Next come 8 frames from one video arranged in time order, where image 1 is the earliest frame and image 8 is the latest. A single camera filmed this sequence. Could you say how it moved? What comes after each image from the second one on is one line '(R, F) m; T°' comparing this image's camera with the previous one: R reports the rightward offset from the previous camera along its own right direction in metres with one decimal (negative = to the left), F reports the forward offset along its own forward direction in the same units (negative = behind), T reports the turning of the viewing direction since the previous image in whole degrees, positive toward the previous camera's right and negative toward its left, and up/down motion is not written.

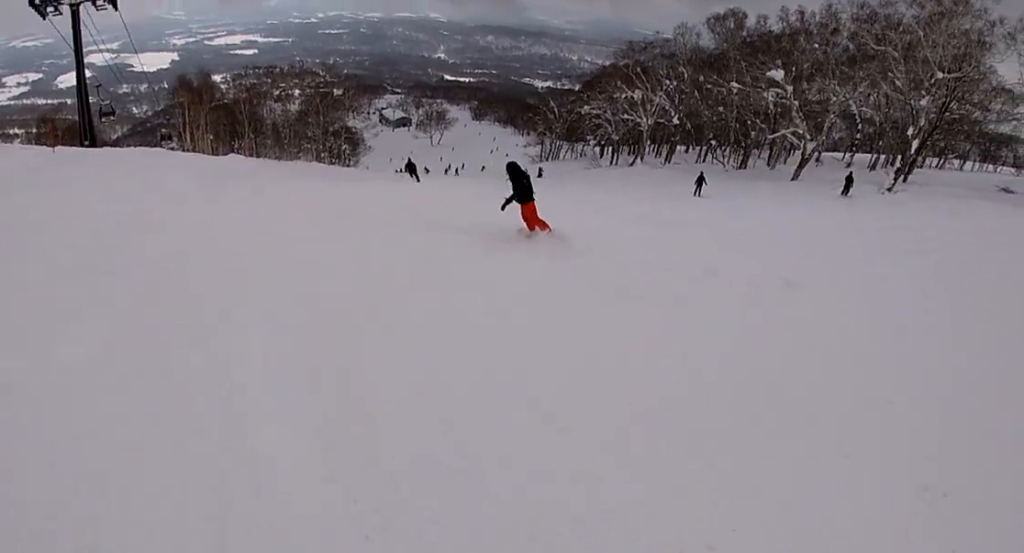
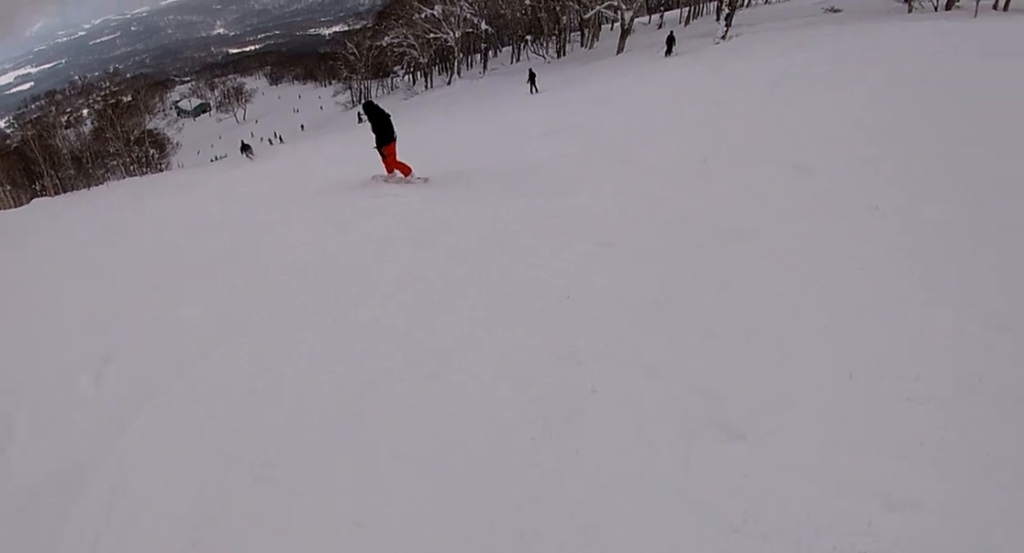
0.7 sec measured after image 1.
(+0.6, +3.0) m; +13°
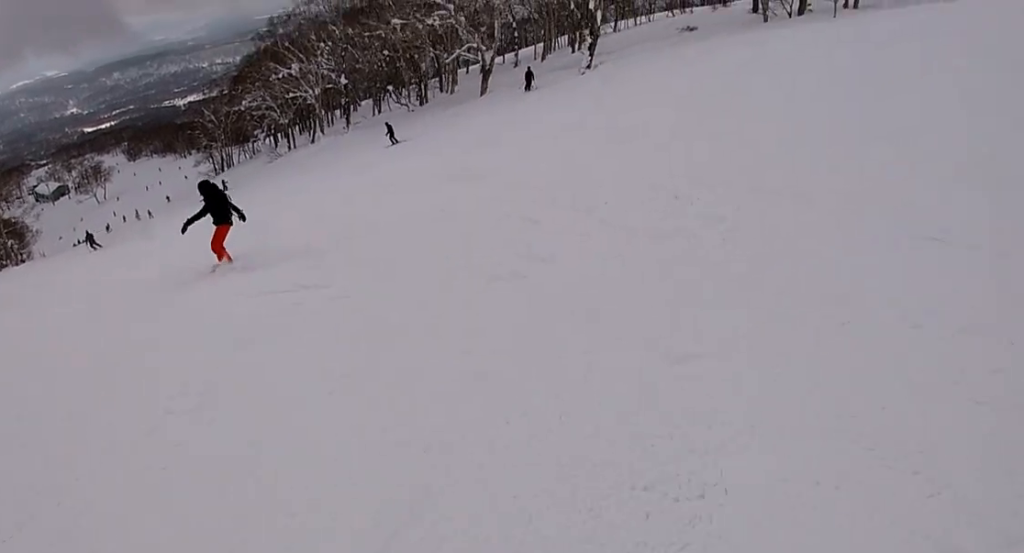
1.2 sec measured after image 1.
(+0.3, +2.2) m; +8°
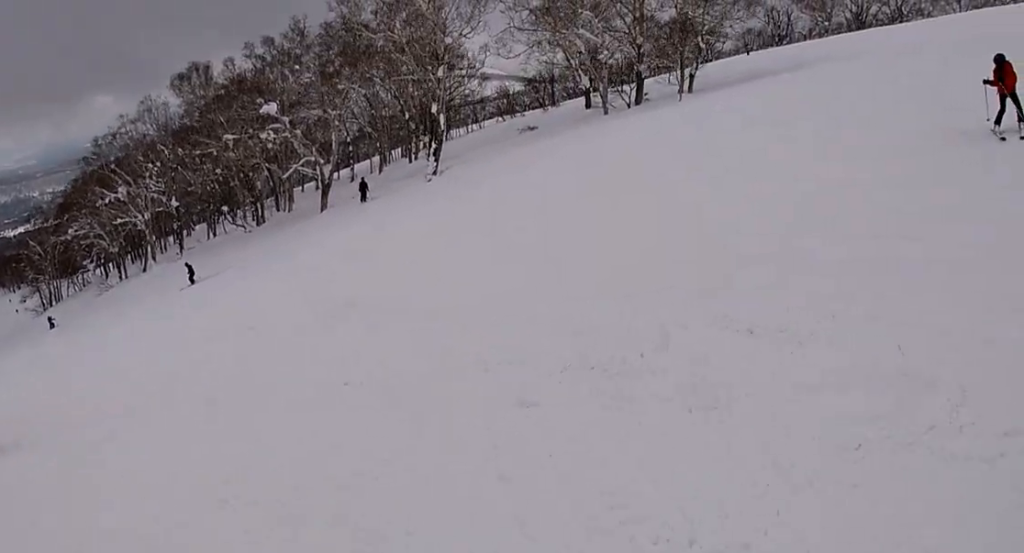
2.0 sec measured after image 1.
(+0.2, +3.9) m; +4°
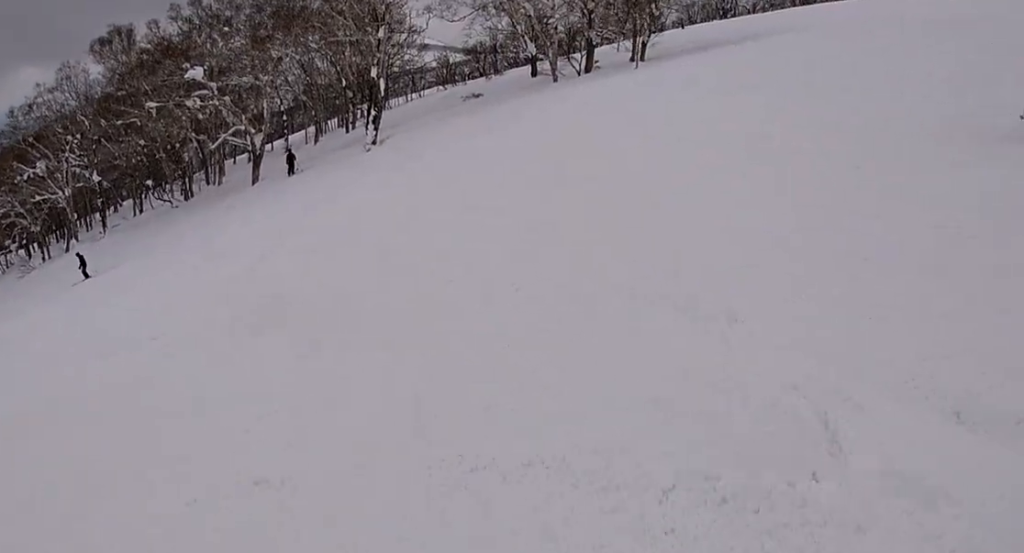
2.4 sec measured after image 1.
(0.0, +2.3) m; +4°
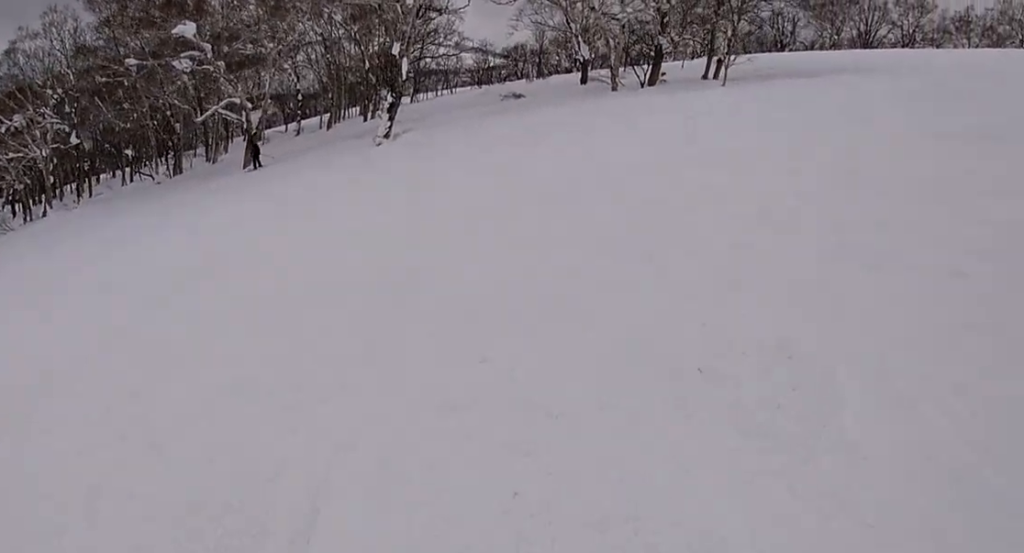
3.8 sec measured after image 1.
(+1.2, +6.6) m; +11°
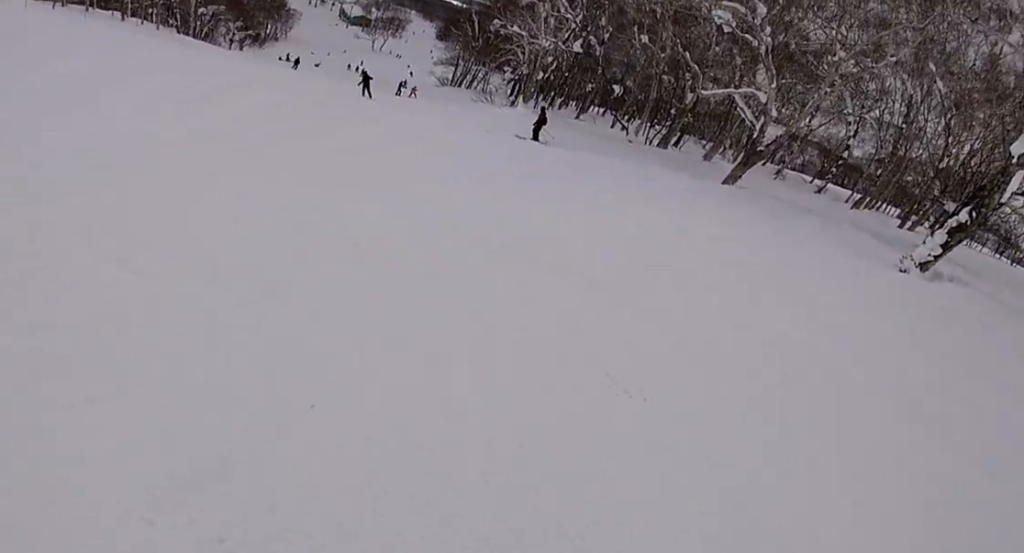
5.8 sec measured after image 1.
(-3.2, +9.6) m; -47°
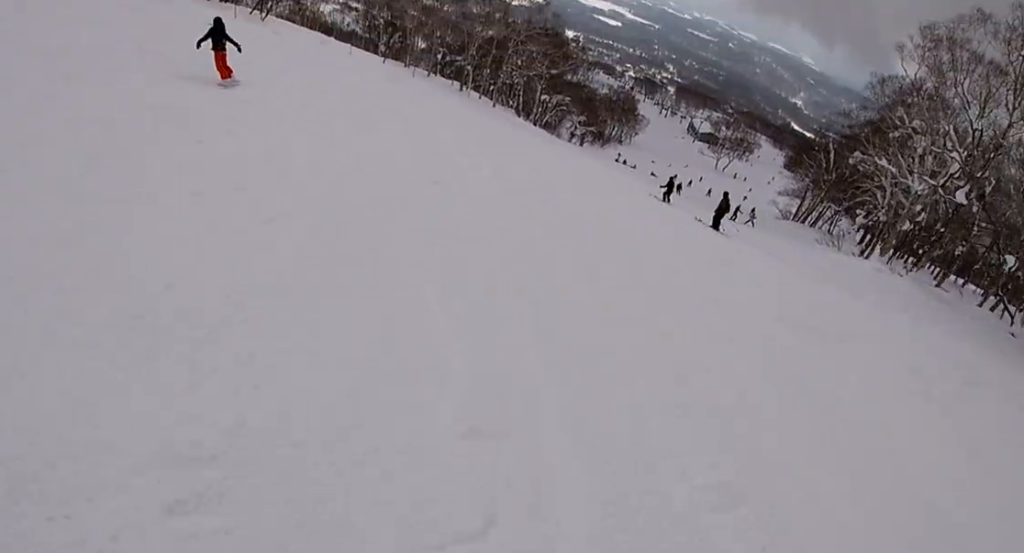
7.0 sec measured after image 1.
(-1.7, +5.8) m; -34°
